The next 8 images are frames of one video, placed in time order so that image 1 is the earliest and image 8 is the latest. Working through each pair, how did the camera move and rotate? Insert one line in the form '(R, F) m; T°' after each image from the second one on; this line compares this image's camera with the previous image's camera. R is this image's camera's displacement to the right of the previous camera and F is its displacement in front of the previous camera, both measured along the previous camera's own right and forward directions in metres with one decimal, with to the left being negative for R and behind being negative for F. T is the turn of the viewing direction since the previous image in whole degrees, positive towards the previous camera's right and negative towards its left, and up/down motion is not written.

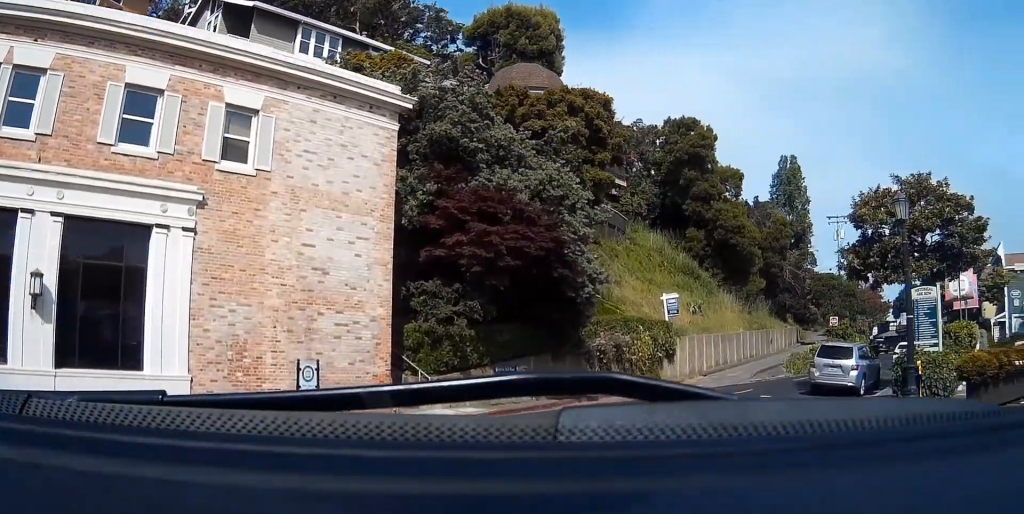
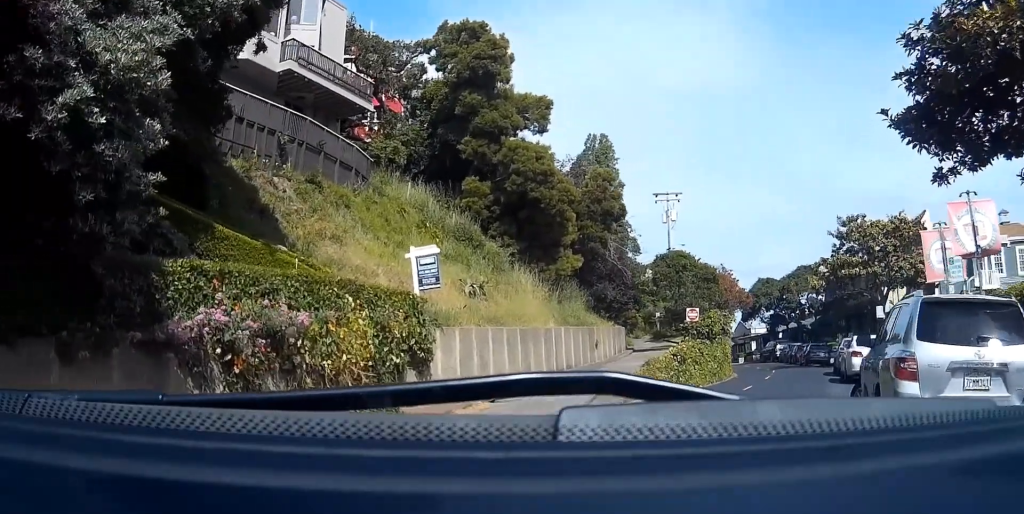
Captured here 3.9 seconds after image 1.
(+3.5, +21.3) m; +45°
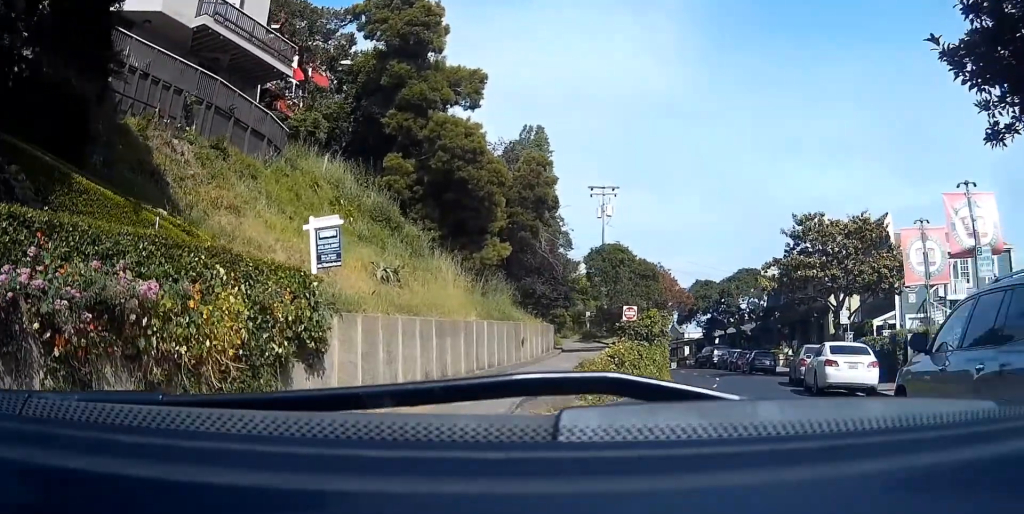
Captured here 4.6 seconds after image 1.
(+0.2, +3.2) m; +5°
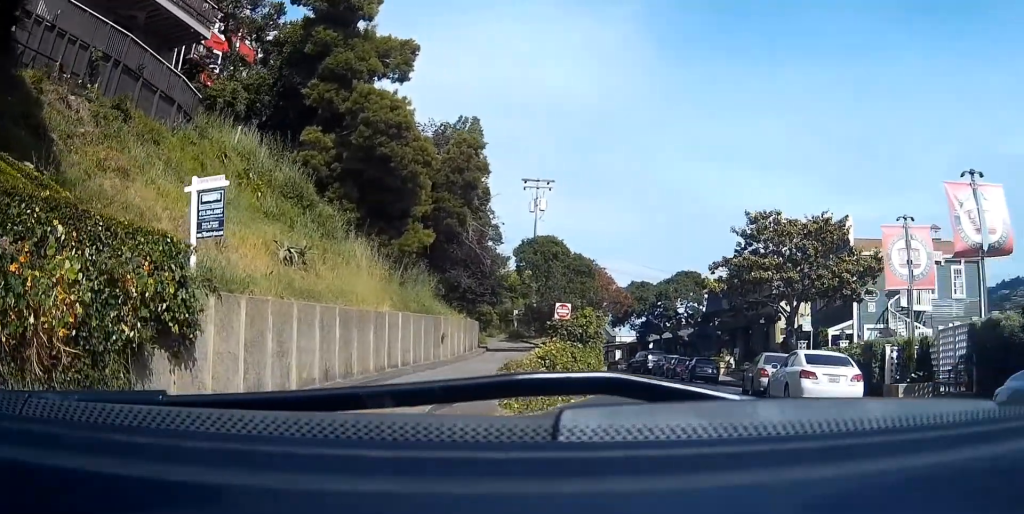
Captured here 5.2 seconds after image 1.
(-0.1, +3.0) m; +3°
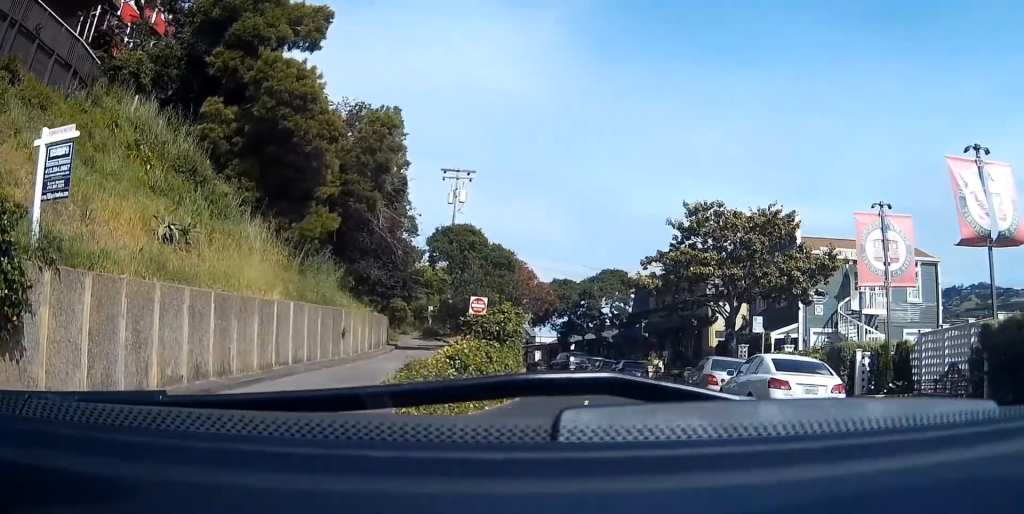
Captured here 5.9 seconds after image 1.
(+0.2, +2.9) m; +5°
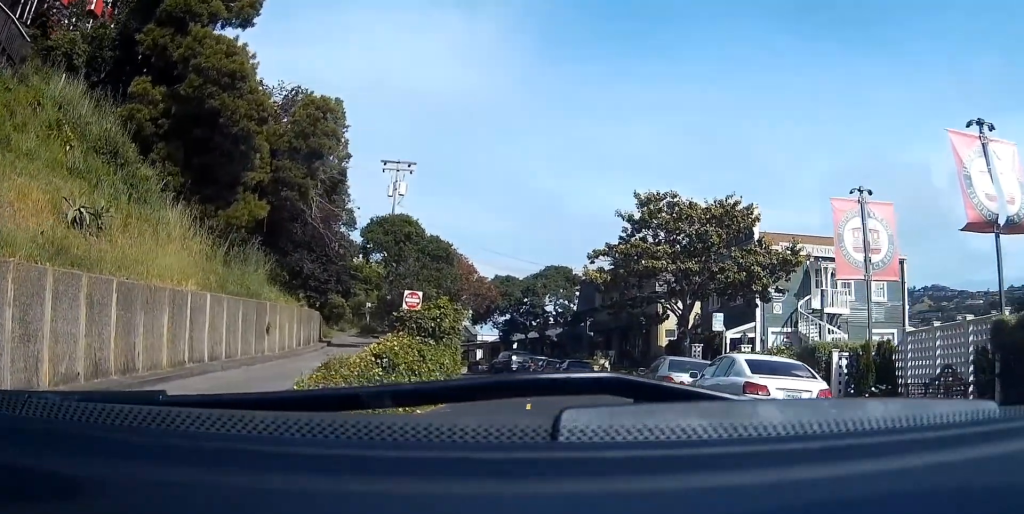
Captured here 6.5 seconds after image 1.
(+0.1, +2.1) m; +3°
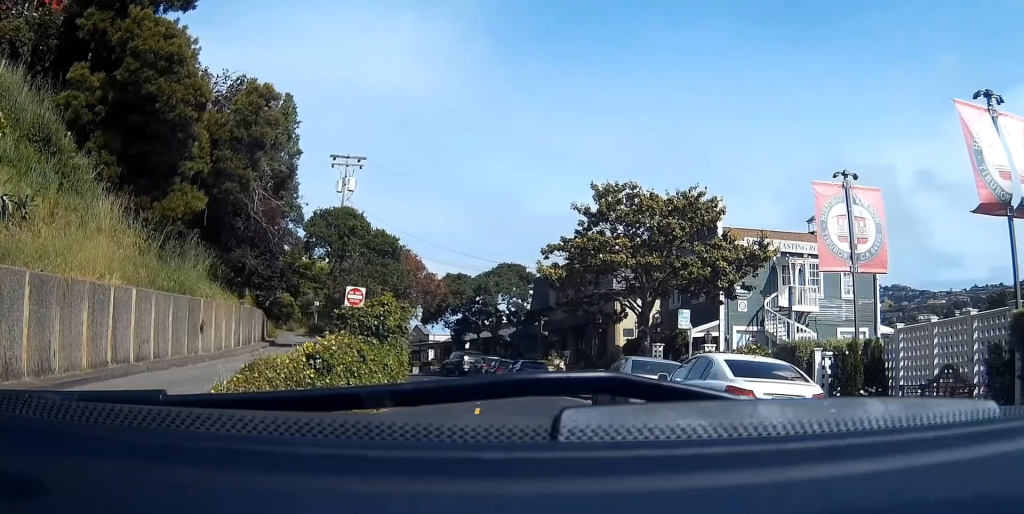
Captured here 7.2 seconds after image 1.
(0.0, +2.2) m; +2°
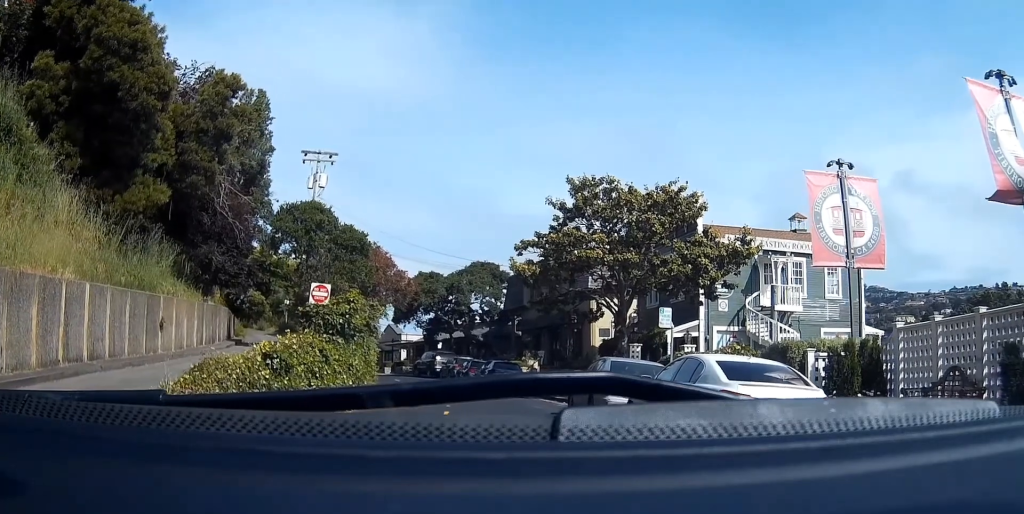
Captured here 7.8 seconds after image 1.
(+0.1, +1.6) m; +2°
